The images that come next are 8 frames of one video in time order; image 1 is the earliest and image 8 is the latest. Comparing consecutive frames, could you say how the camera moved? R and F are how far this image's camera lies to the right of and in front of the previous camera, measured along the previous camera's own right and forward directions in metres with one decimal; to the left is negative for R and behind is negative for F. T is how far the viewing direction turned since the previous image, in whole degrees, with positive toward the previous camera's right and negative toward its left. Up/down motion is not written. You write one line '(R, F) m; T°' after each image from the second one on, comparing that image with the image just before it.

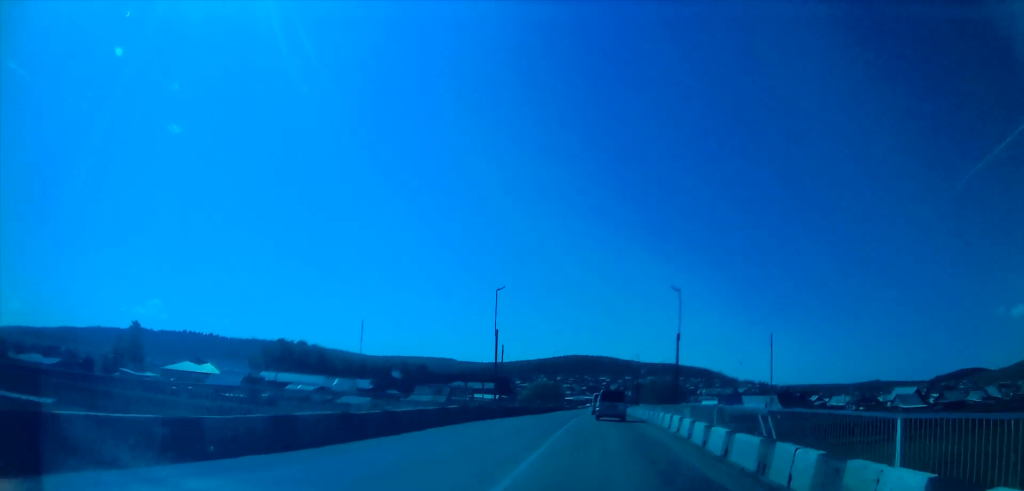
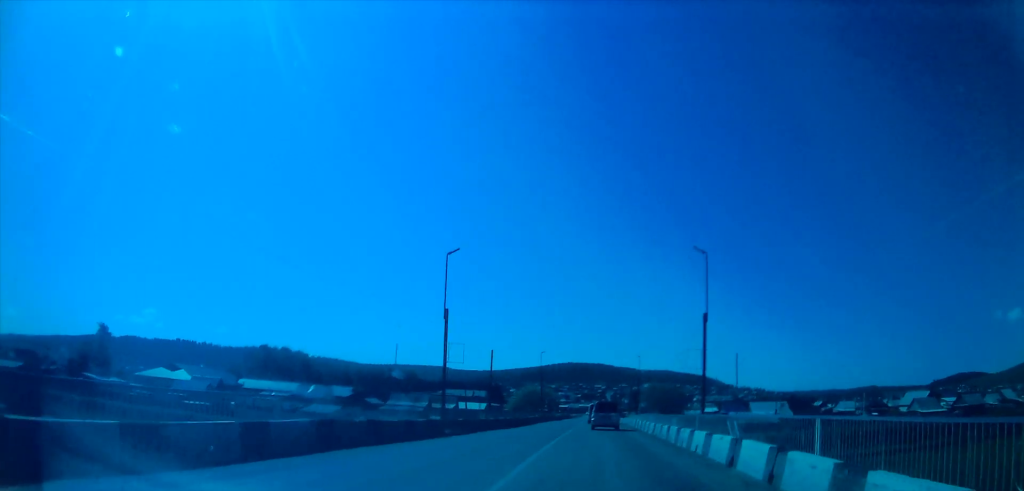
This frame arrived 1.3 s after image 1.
(+0.4, +13.5) m; +2°
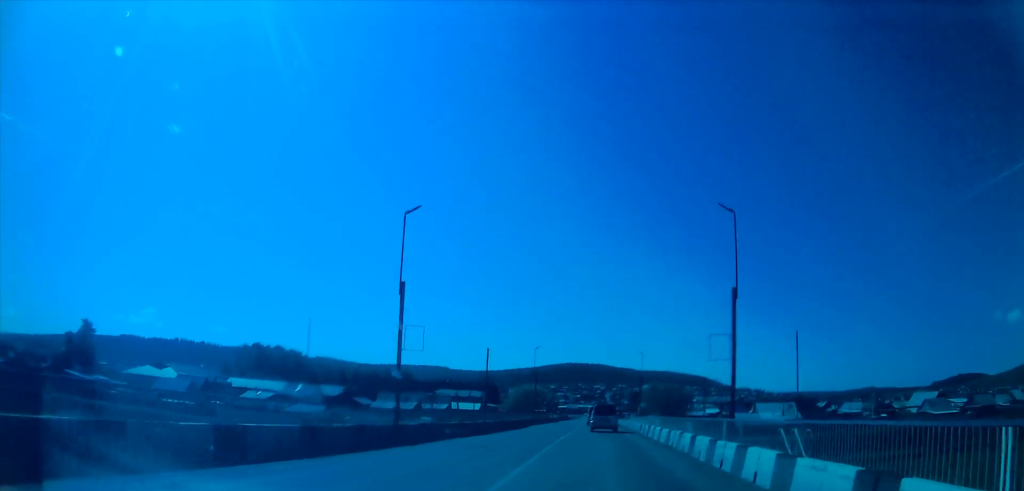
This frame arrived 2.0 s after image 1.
(0.0, +6.7) m; 0°
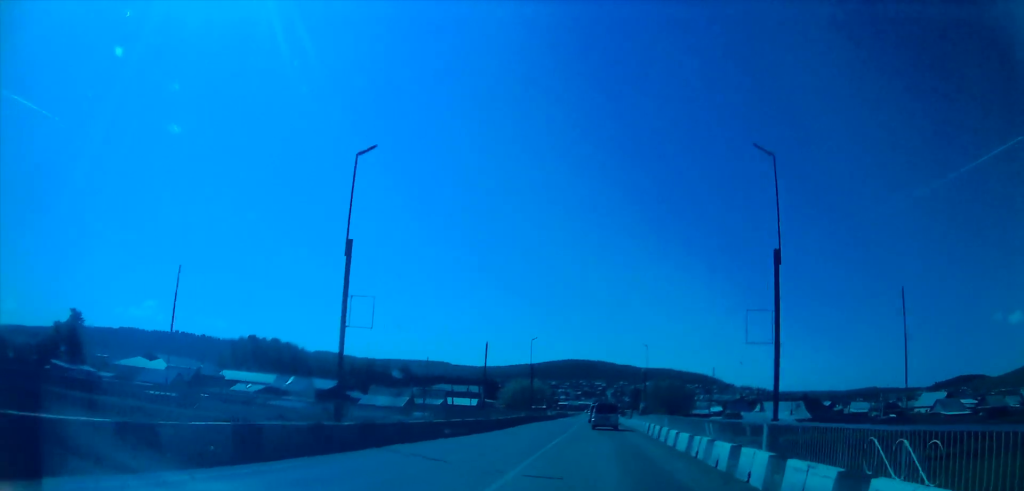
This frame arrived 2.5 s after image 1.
(0.0, +5.4) m; 0°
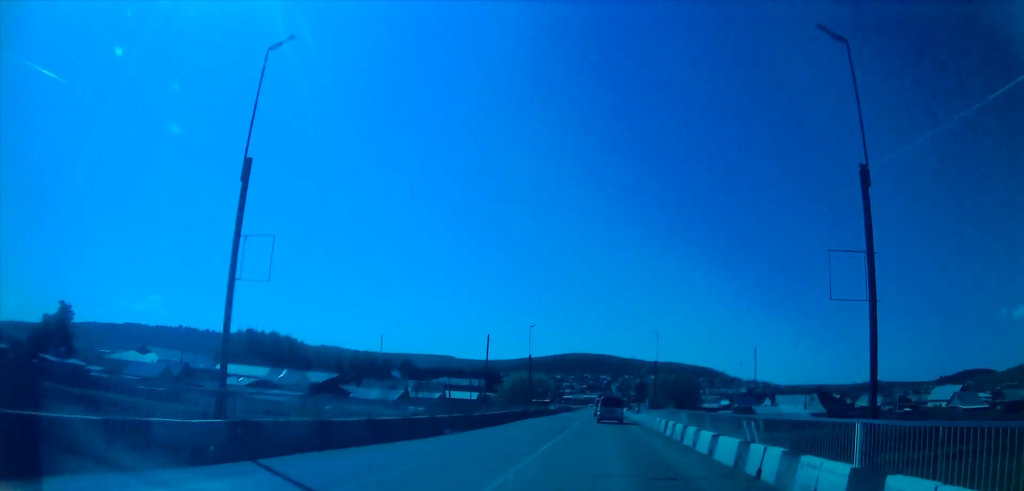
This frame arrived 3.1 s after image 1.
(0.0, +6.2) m; 0°
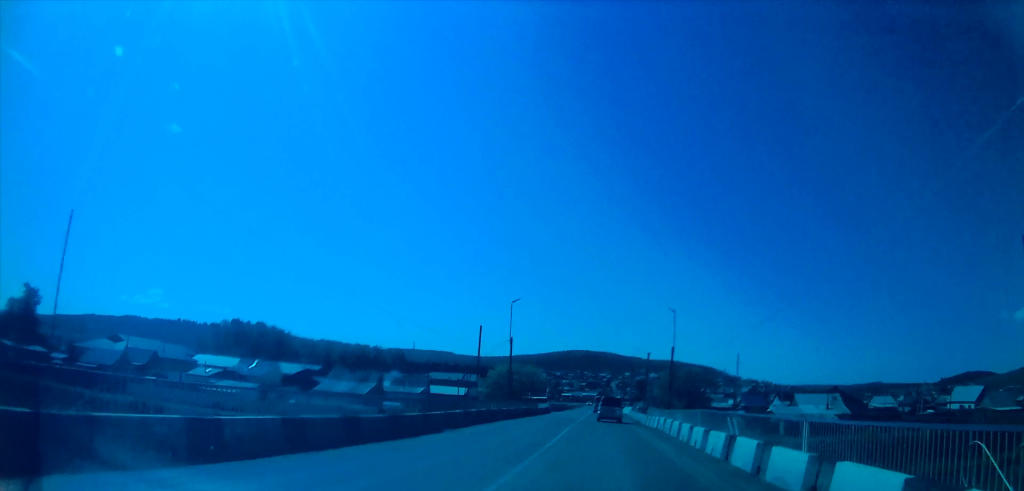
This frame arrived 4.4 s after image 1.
(0.0, +13.8) m; -4°
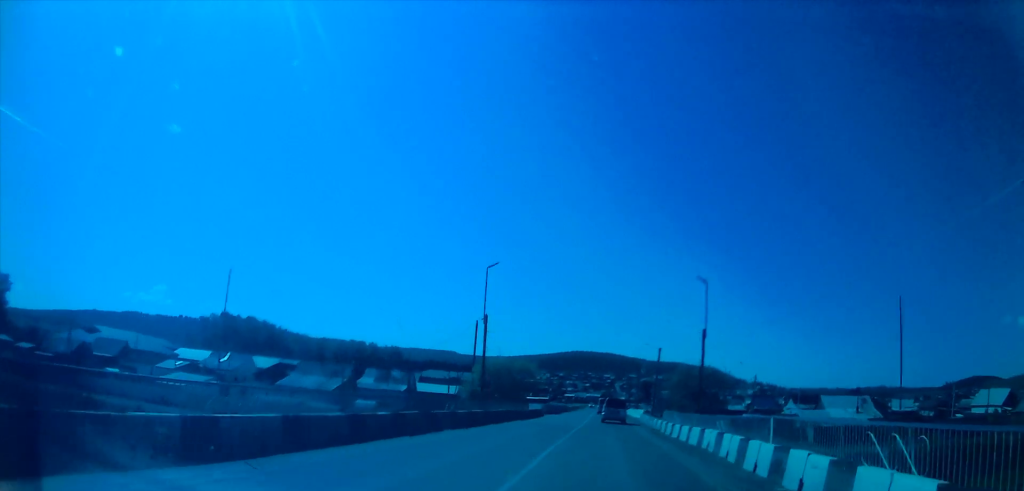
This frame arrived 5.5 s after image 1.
(-0.6, +12.6) m; +2°
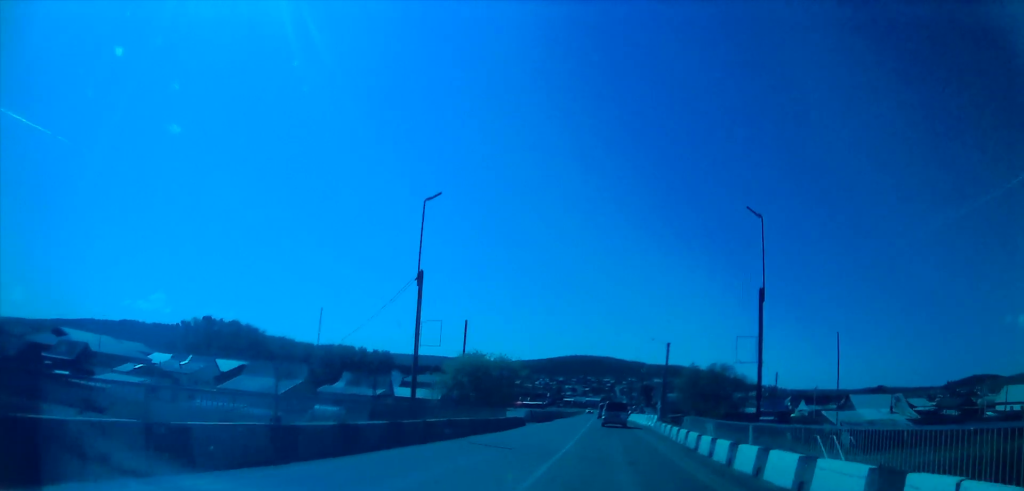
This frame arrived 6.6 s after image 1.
(+0.8, +12.7) m; +1°
